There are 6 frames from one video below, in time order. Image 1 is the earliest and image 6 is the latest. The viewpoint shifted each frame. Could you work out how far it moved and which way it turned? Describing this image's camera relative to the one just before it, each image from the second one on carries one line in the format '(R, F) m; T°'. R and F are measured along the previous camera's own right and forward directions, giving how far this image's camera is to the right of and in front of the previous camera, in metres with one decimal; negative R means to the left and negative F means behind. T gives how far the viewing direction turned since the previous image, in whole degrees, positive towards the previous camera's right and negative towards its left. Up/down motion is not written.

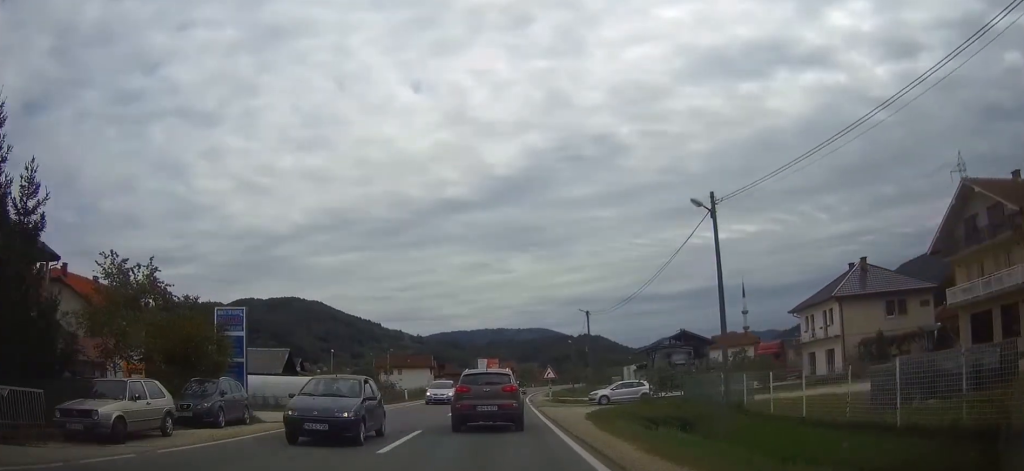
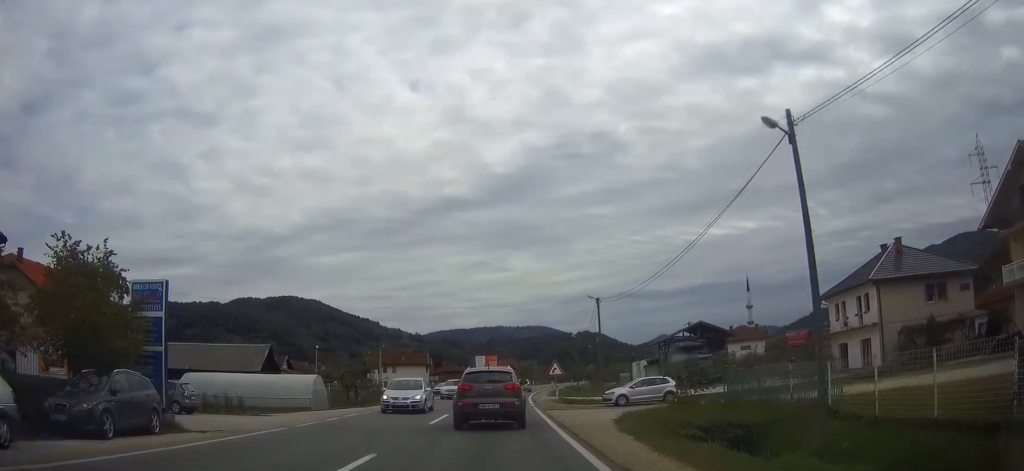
(0.0, +6.5) m; 0°
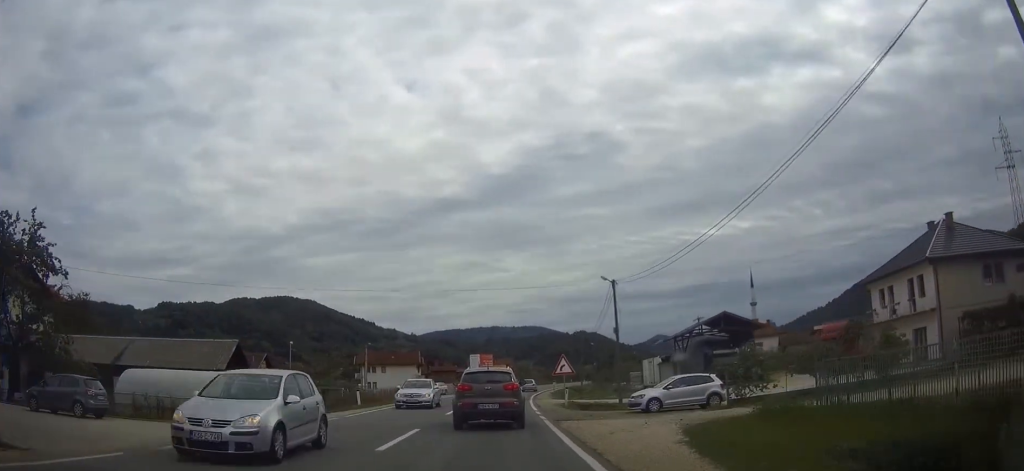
(0.0, +8.3) m; 0°
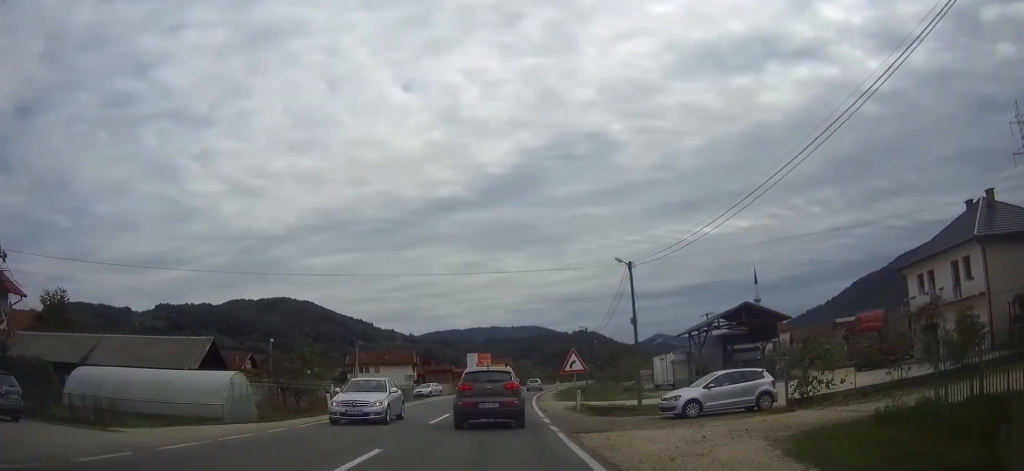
(0.0, +5.6) m; 0°
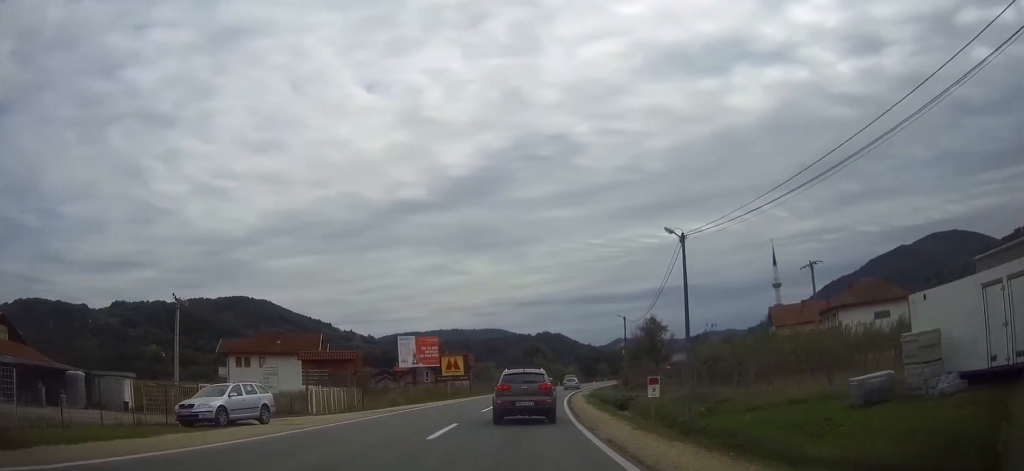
(+0.6, +47.3) m; +3°
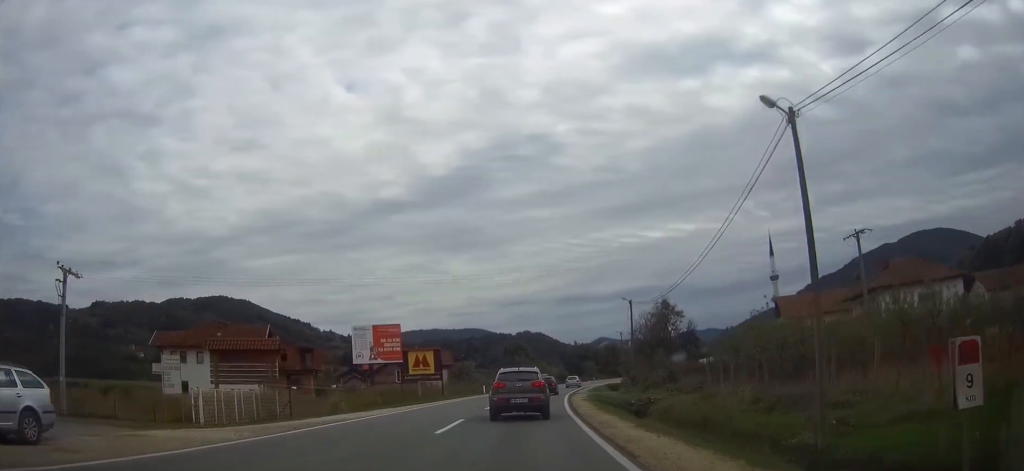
(+0.2, +12.6) m; +2°
